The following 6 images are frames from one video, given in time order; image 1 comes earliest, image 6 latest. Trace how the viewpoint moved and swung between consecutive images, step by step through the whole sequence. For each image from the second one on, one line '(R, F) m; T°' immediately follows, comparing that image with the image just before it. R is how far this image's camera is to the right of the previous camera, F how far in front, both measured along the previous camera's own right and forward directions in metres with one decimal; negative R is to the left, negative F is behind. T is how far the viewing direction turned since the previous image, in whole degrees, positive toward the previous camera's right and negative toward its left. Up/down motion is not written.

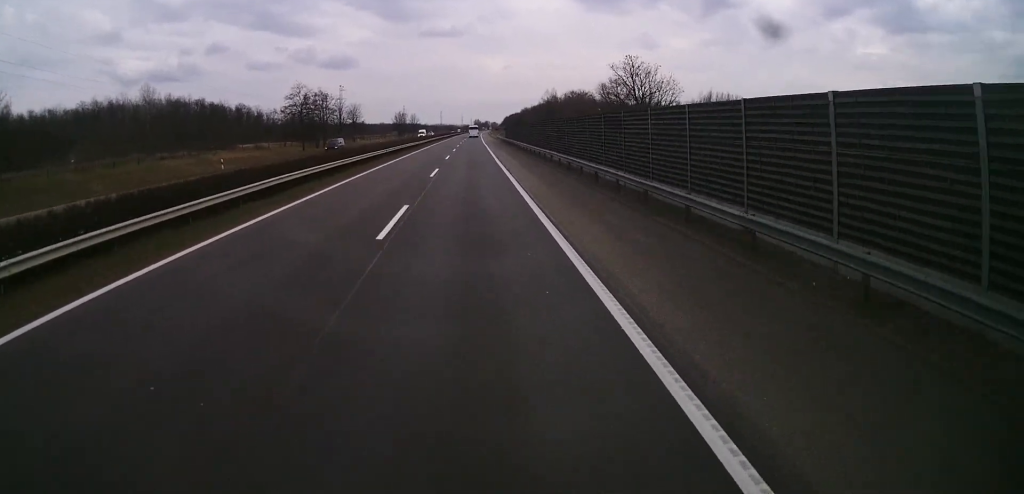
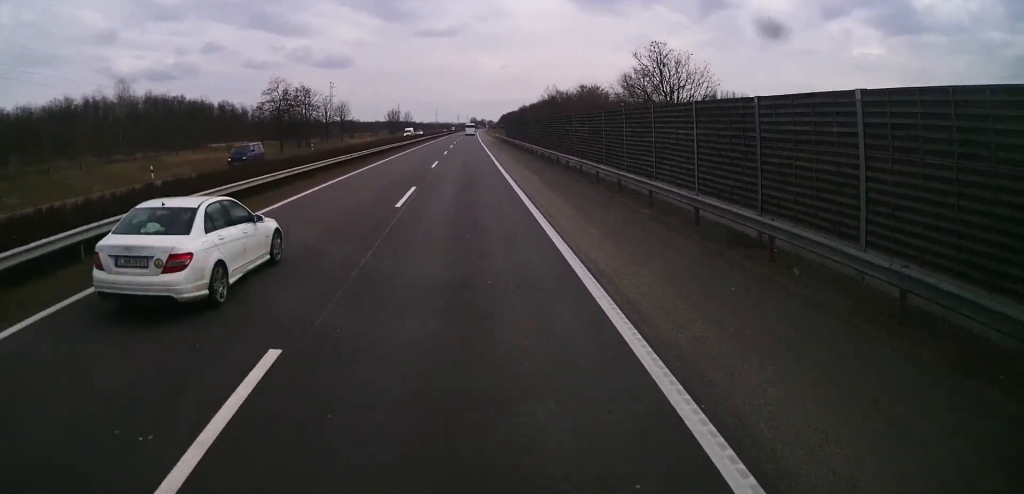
(+0.2, +13.1) m; 0°
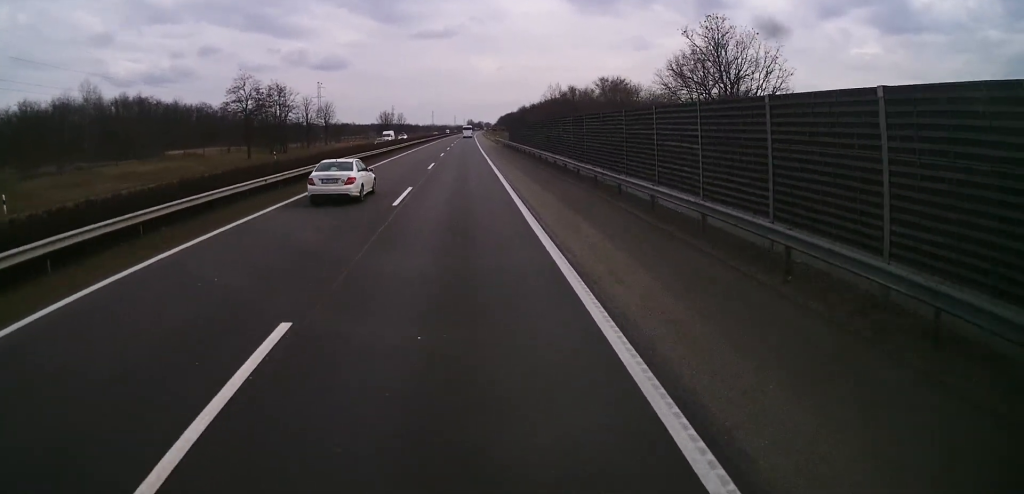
(-0.4, +16.8) m; 0°
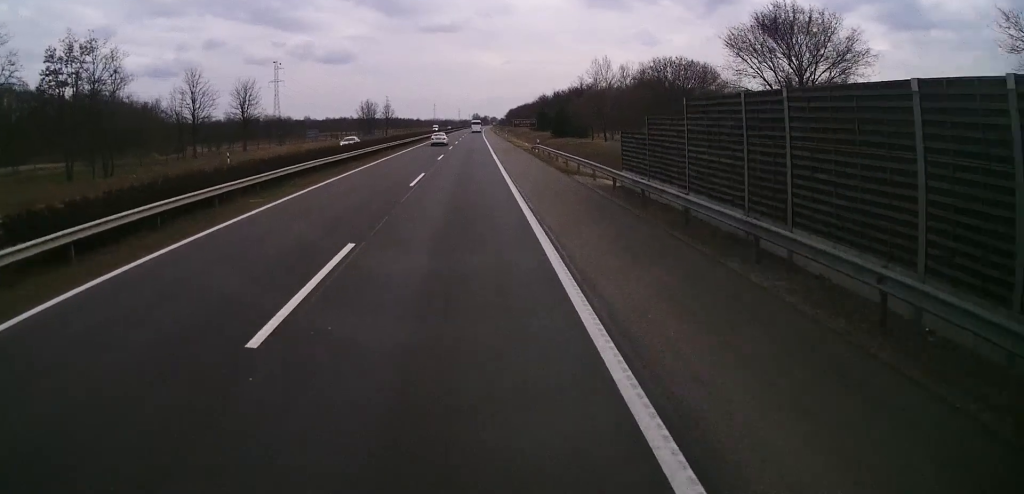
(+1.1, +67.0) m; +1°
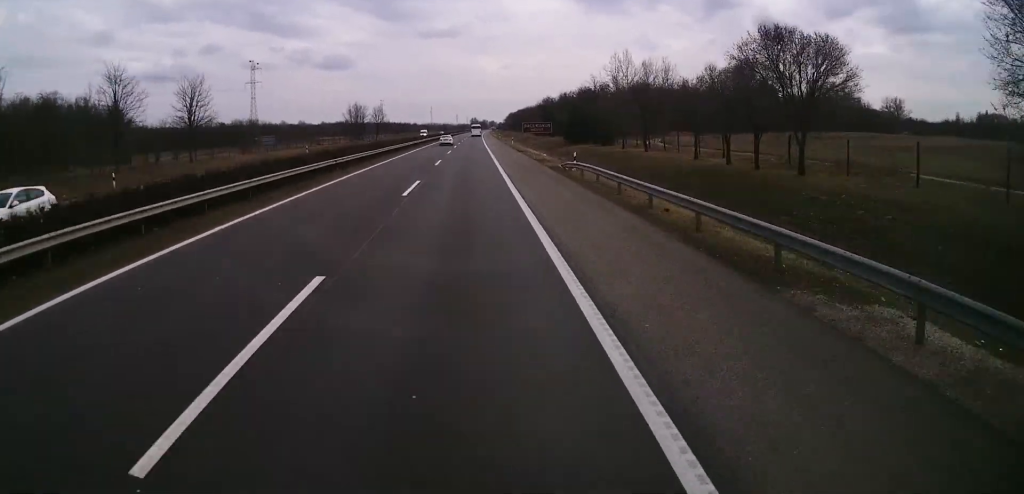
(+0.1, +20.8) m; 0°
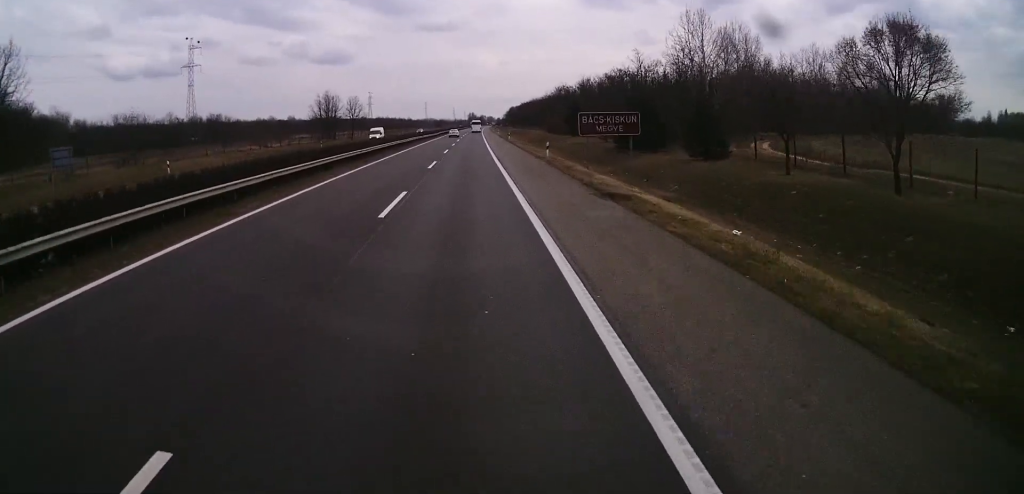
(0.0, +41.6) m; 0°
